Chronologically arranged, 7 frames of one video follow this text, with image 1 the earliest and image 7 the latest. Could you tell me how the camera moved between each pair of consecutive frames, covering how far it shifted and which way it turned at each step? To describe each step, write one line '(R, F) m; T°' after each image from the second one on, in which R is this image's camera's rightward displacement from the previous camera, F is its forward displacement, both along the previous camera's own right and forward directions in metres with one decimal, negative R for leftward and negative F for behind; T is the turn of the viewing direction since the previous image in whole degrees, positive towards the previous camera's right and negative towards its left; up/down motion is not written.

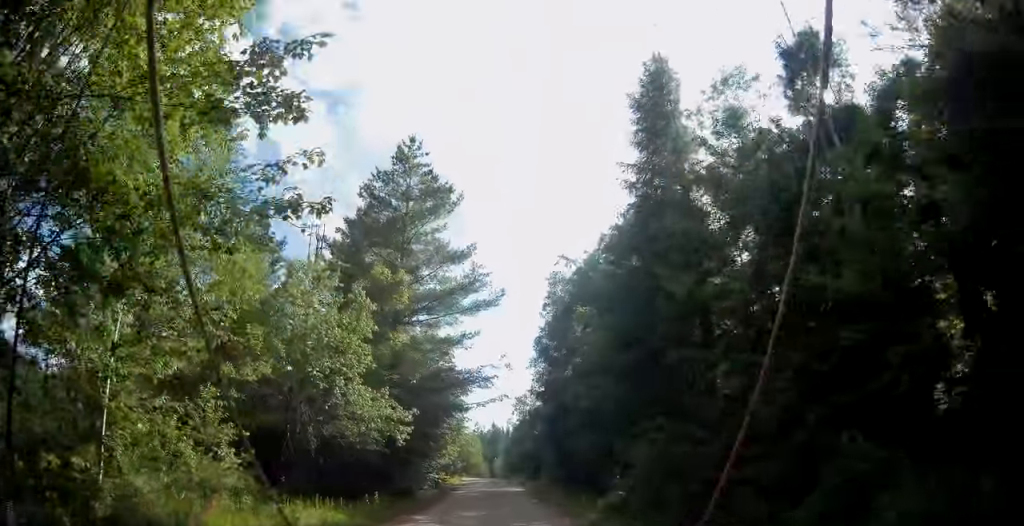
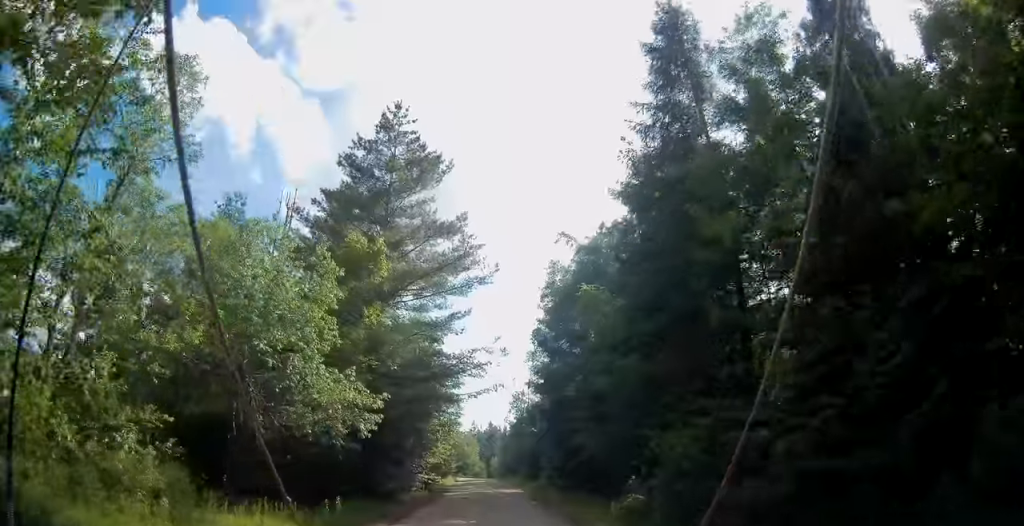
(-0.1, +3.6) m; +1°
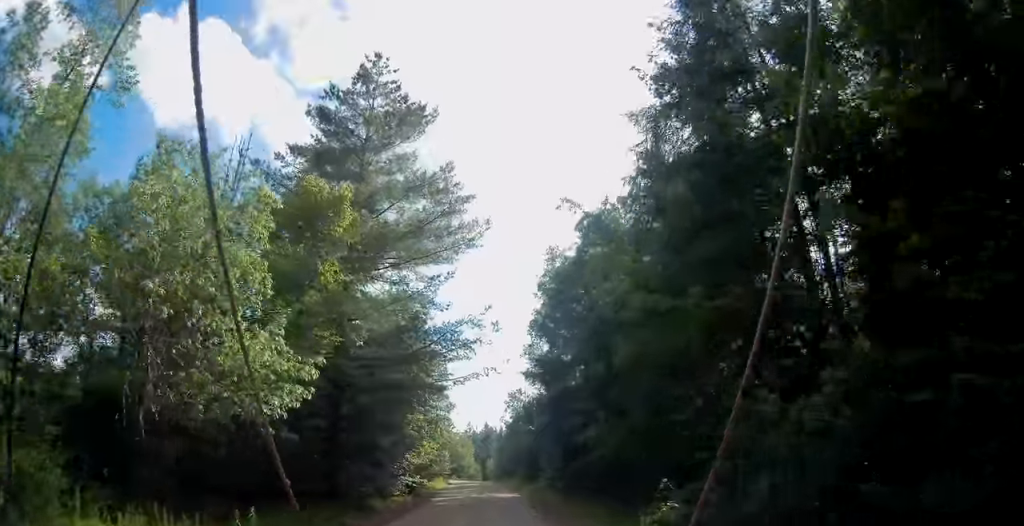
(+0.2, +4.5) m; 0°
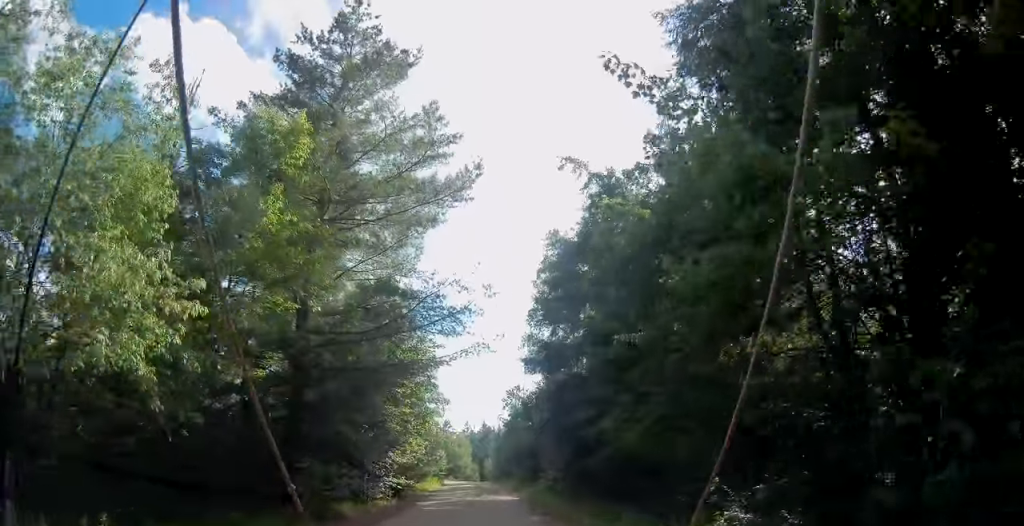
(+0.1, +3.8) m; 0°
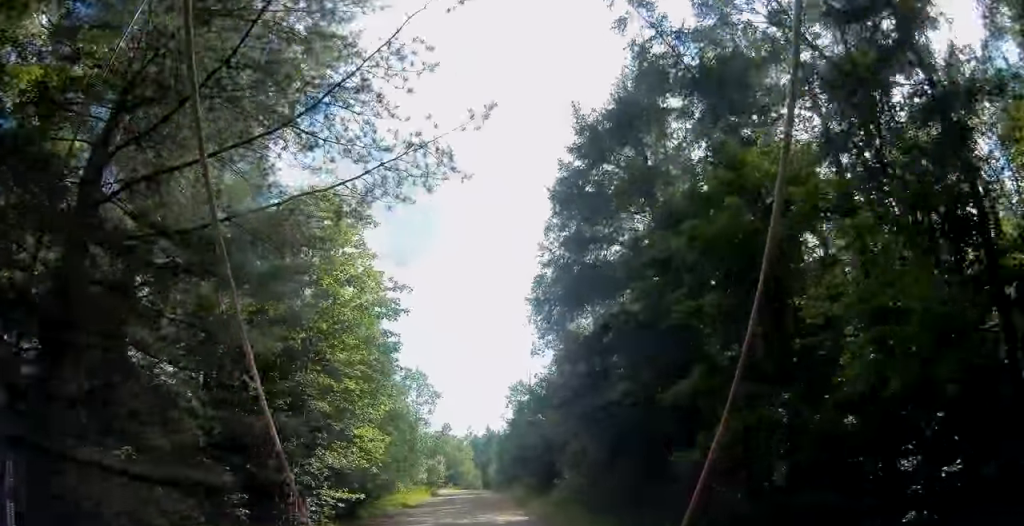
(-0.2, +11.2) m; +1°
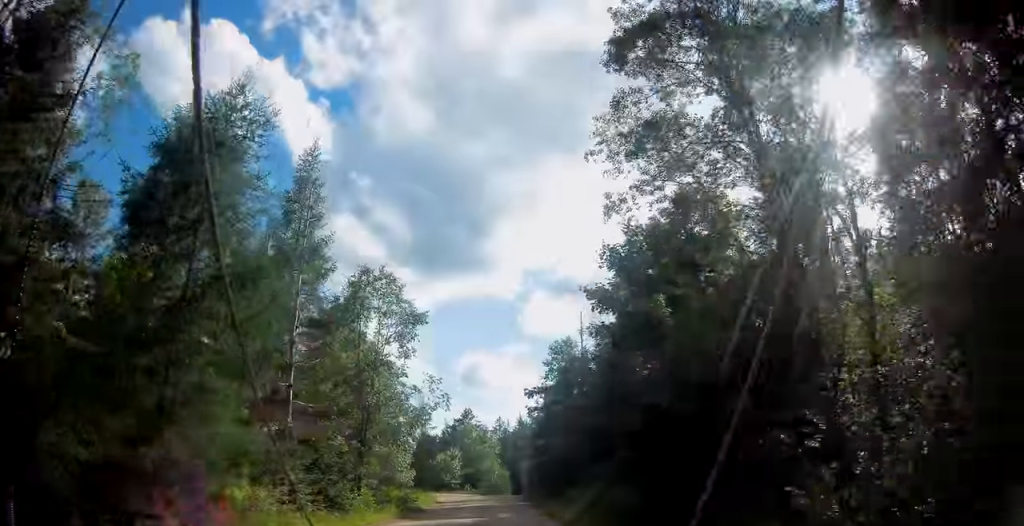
(-0.5, +24.6) m; -4°
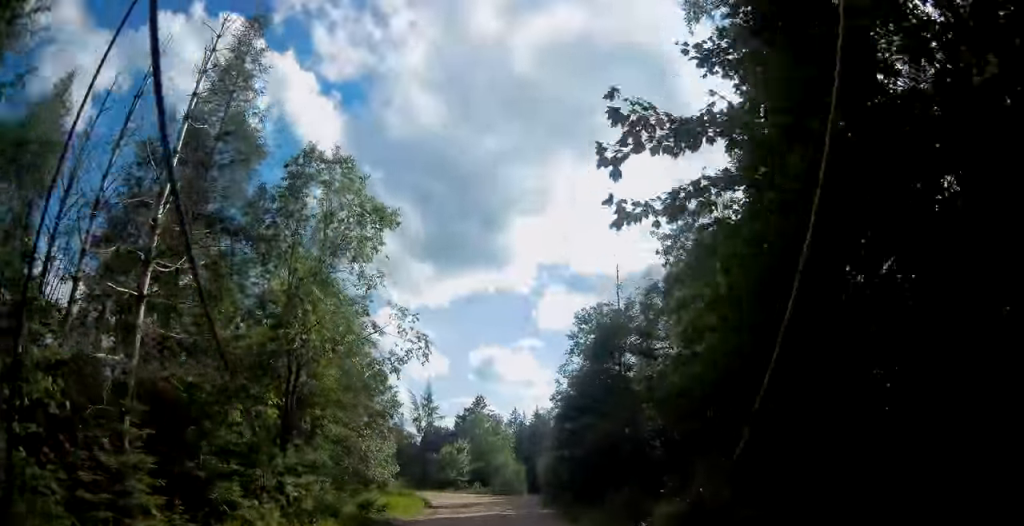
(-0.1, +10.4) m; -1°
